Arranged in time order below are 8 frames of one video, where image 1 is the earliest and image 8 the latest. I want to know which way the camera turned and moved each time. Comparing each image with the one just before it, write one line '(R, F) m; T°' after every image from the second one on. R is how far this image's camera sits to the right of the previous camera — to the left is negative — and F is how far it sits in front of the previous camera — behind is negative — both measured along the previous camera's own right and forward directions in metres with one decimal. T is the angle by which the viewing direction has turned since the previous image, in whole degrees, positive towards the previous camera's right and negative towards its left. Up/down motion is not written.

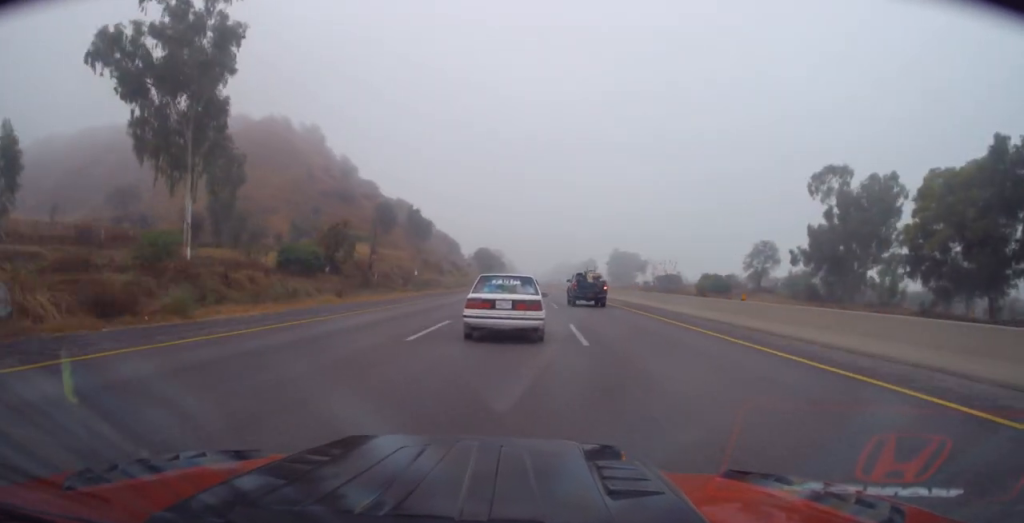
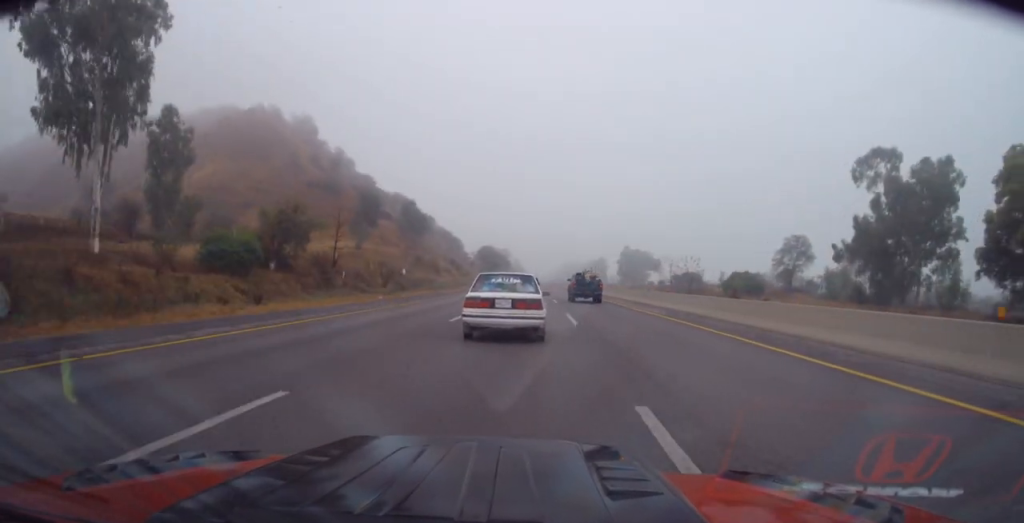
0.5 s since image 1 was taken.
(-0.1, +12.2) m; -1°
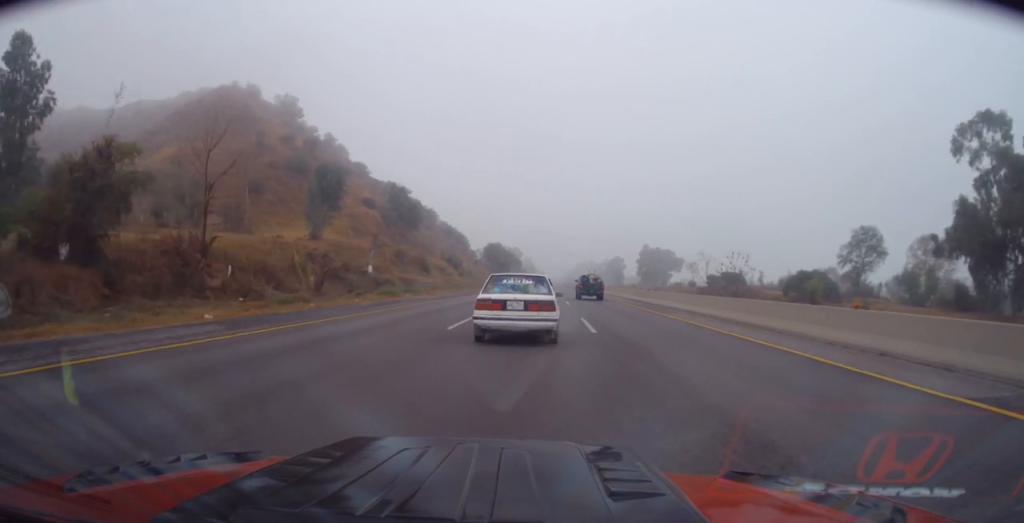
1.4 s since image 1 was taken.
(-0.2, +20.5) m; -1°
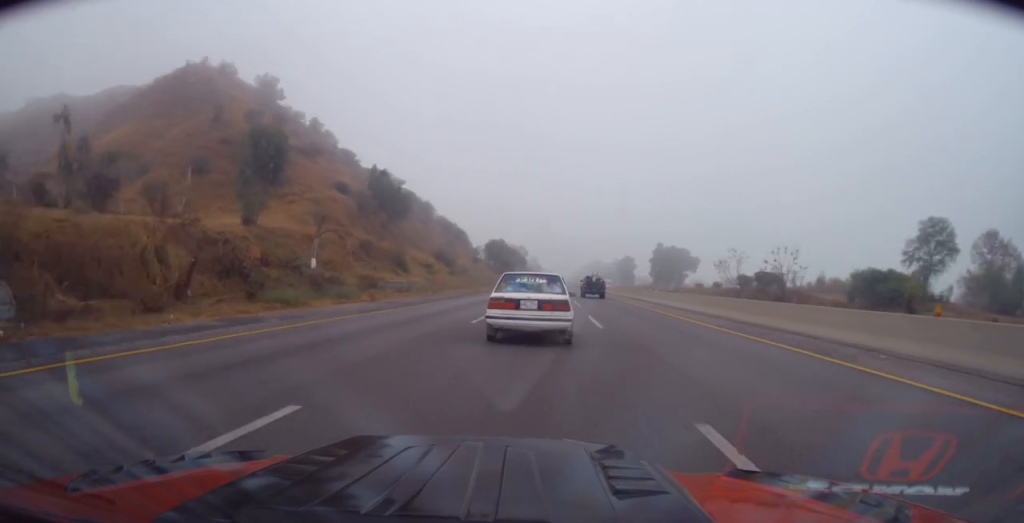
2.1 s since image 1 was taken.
(-0.1, +15.9) m; 0°
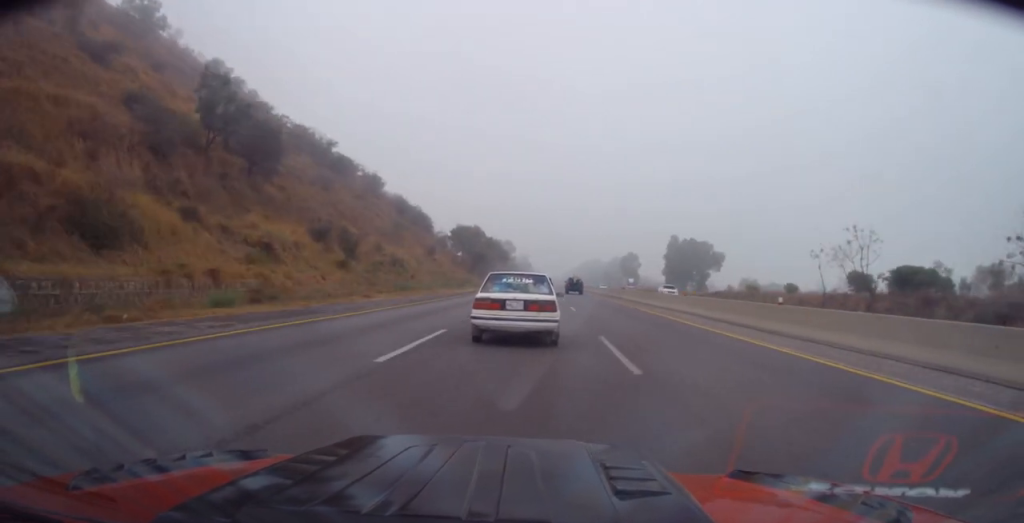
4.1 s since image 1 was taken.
(+0.1, +44.8) m; 0°
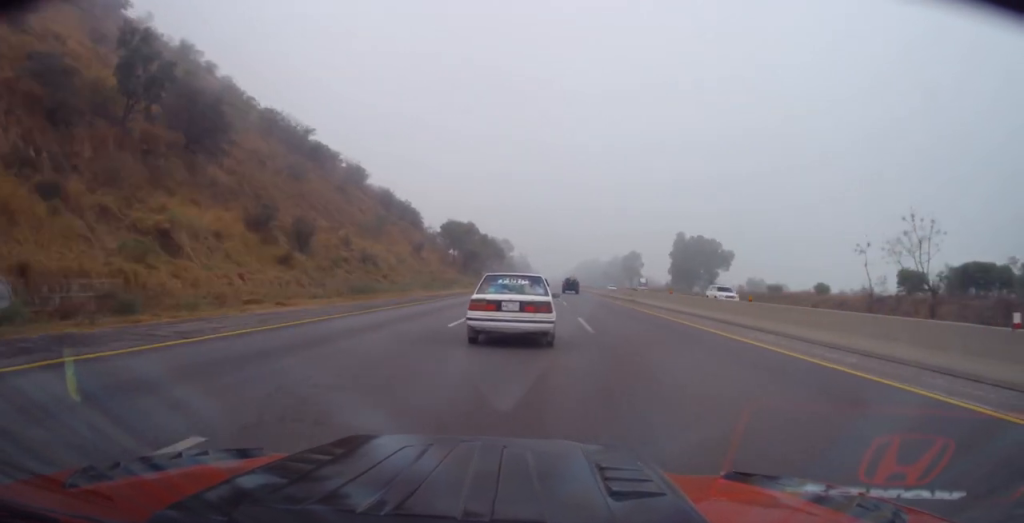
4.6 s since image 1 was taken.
(0.0, +10.4) m; 0°
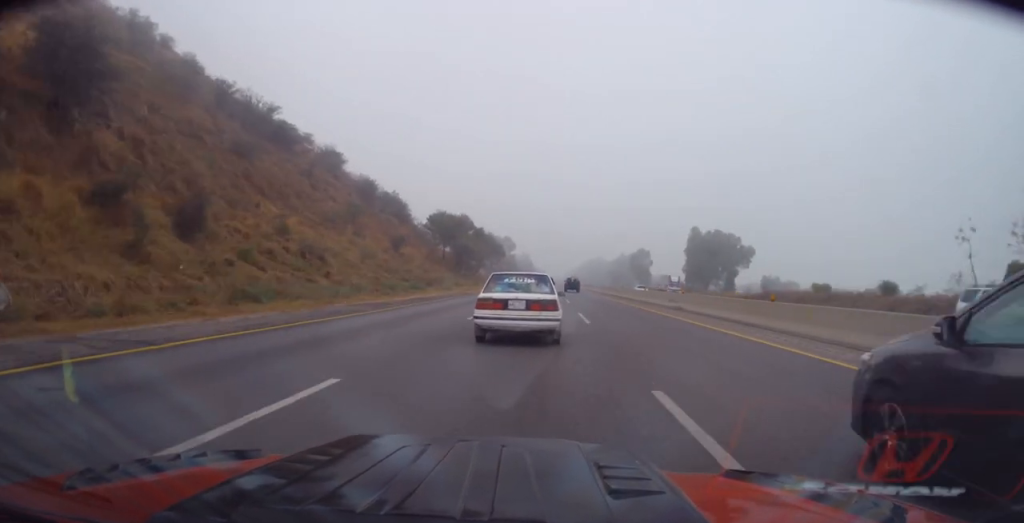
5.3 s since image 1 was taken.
(0.0, +14.7) m; 0°
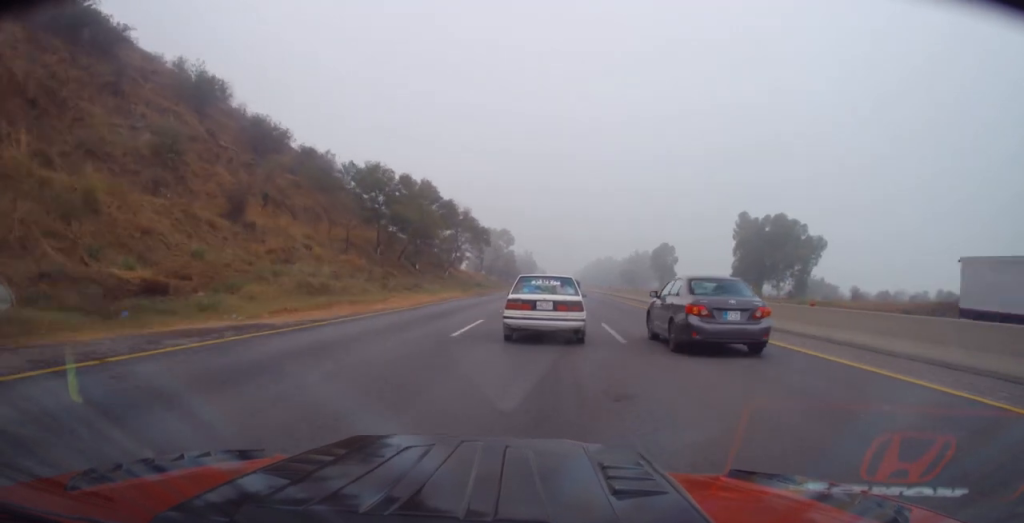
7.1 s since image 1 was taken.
(-0.3, +40.8) m; 0°
